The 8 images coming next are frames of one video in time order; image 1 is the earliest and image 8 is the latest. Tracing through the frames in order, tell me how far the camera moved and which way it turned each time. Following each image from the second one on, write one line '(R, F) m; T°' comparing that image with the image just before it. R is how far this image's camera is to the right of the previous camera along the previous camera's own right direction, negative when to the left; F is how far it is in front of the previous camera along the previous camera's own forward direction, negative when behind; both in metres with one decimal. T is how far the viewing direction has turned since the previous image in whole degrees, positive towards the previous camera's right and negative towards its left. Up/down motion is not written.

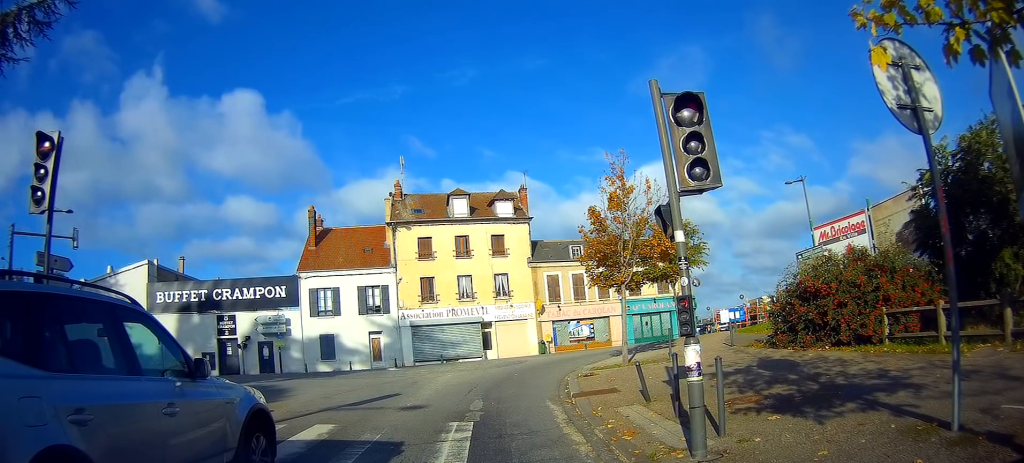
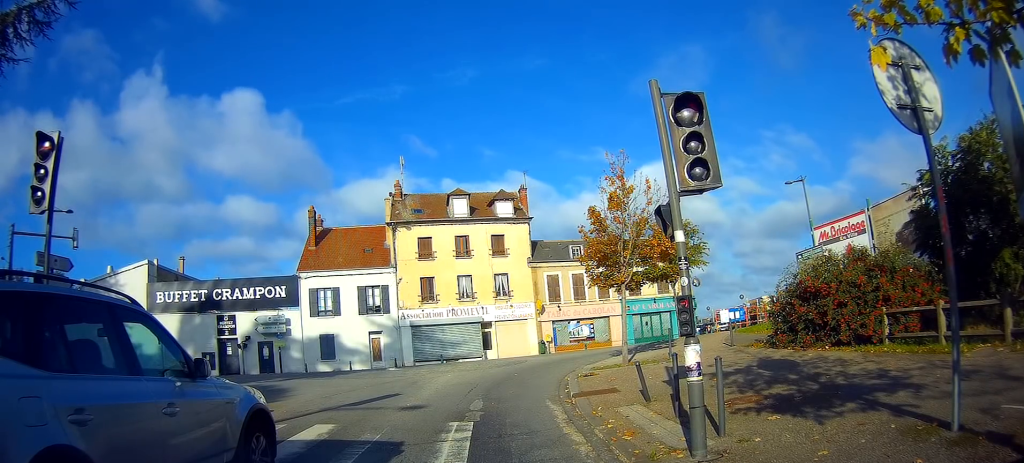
(0.0, 0.0) m; 0°
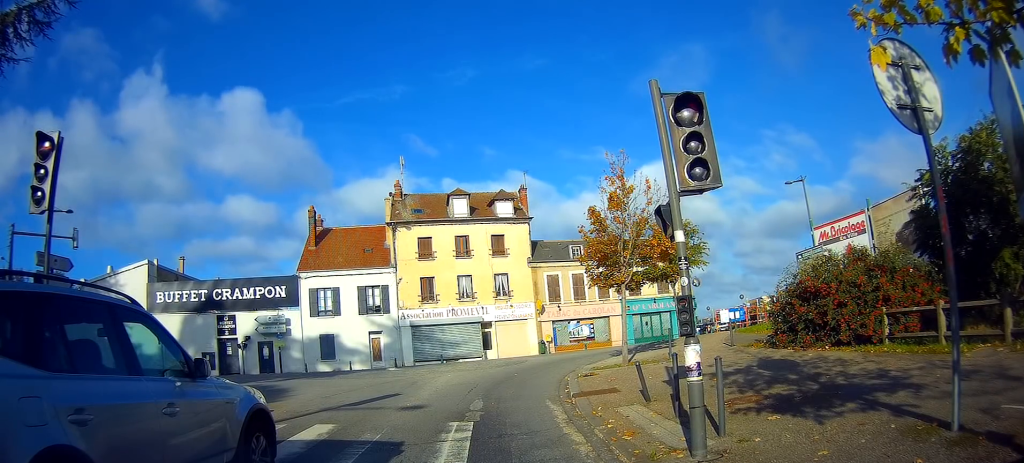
(0.0, 0.0) m; 0°
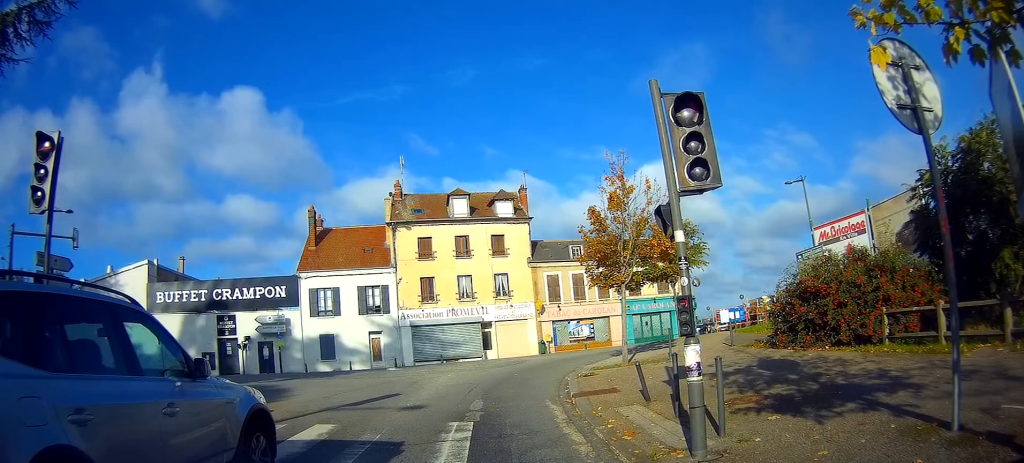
(0.0, 0.0) m; 0°
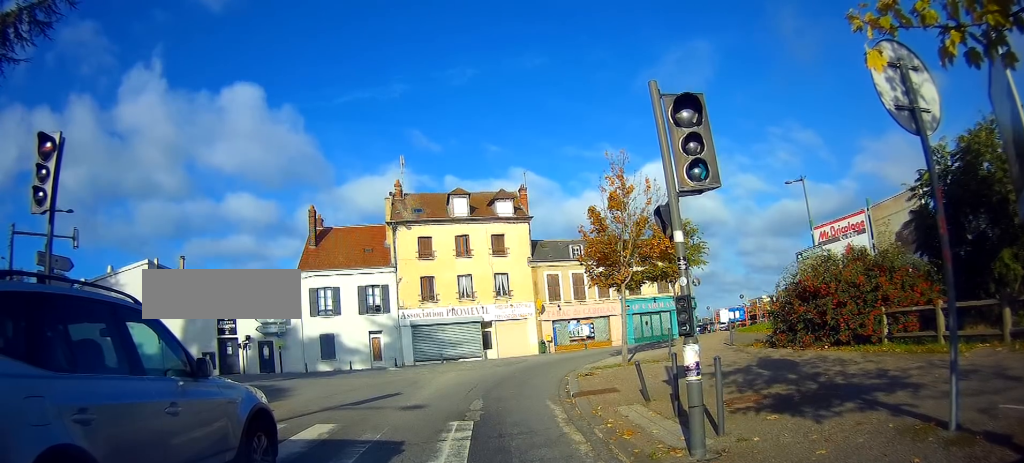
(-0.1, +0.2) m; 0°
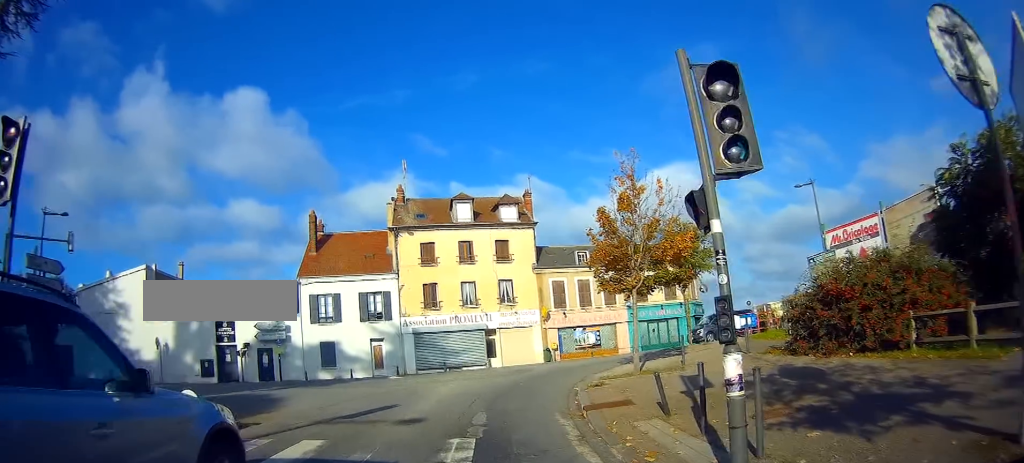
(-0.1, +0.6) m; 0°
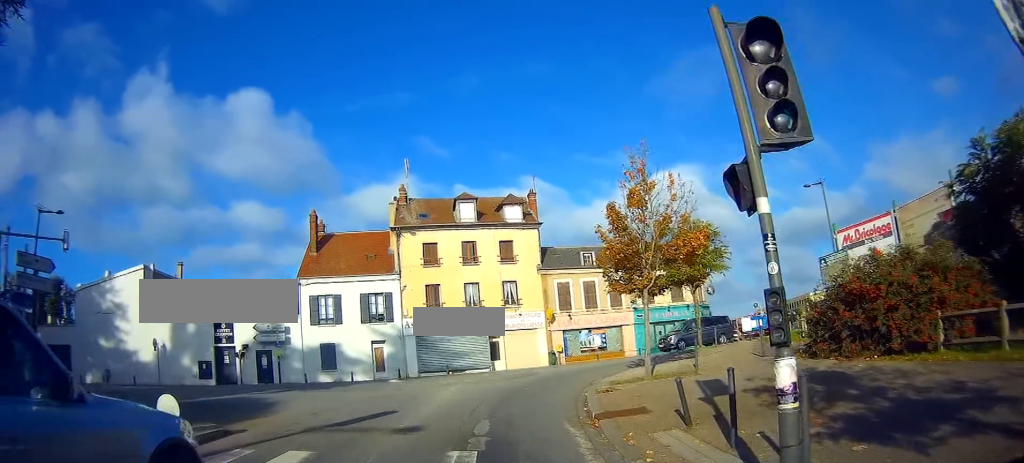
(-0.1, +0.4) m; 0°
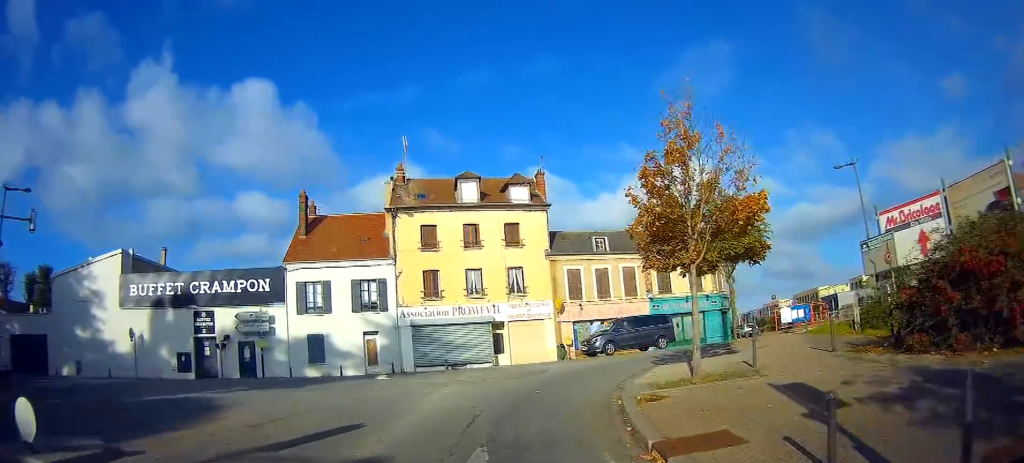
(+0.2, +2.5) m; +7°
